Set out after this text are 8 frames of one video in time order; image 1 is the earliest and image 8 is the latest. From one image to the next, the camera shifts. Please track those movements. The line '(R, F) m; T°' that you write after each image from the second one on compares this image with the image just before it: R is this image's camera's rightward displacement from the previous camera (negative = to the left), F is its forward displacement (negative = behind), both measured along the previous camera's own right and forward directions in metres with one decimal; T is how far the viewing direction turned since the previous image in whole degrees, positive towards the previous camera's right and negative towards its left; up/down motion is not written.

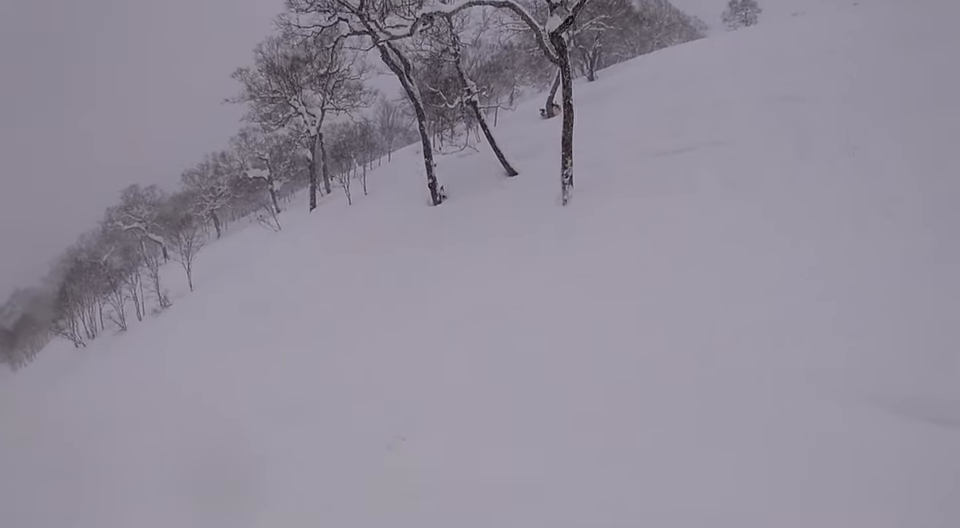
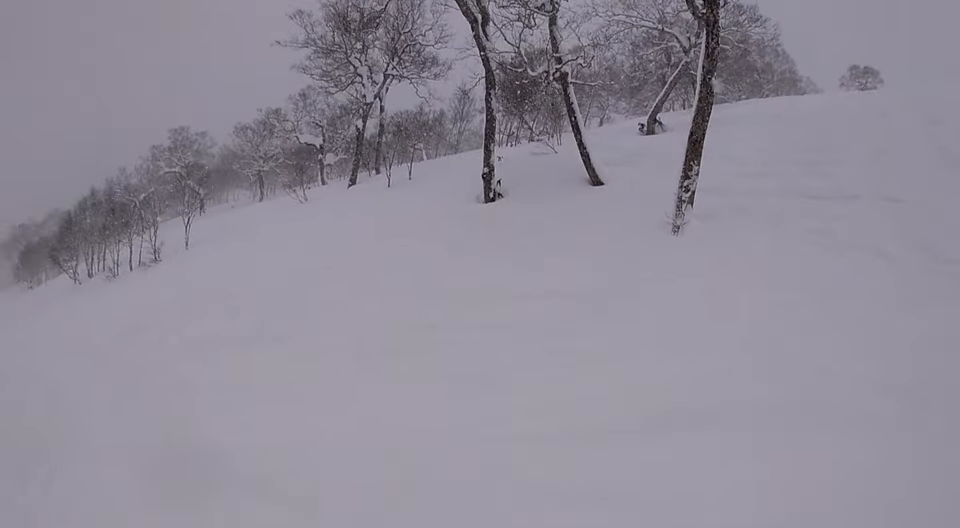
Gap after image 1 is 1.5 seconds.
(+0.5, +5.8) m; -6°
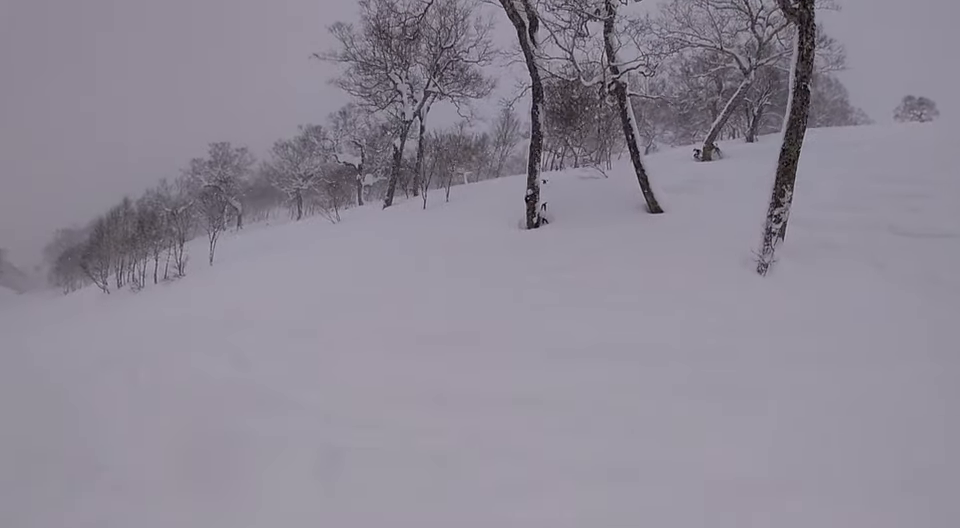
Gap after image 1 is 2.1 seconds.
(-0.2, +2.2) m; -6°
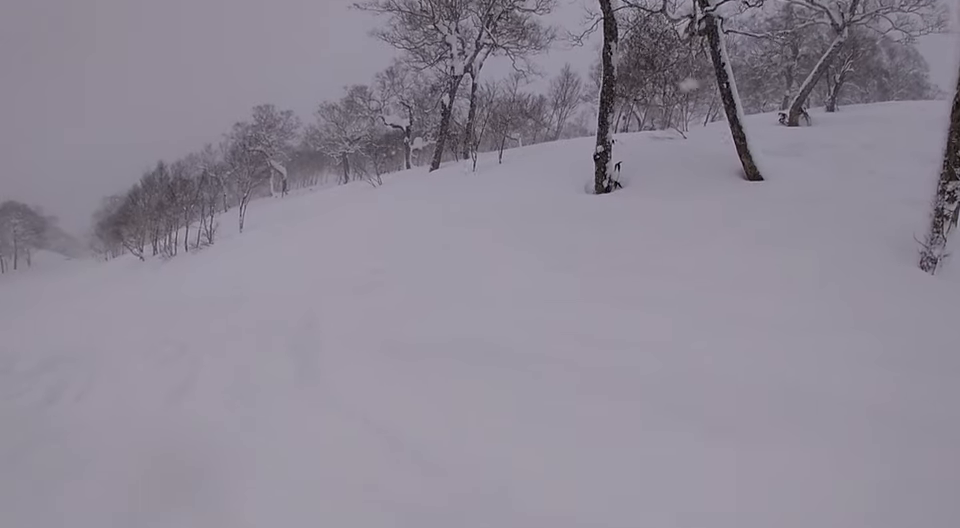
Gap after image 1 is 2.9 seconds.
(0.0, +2.8) m; 0°
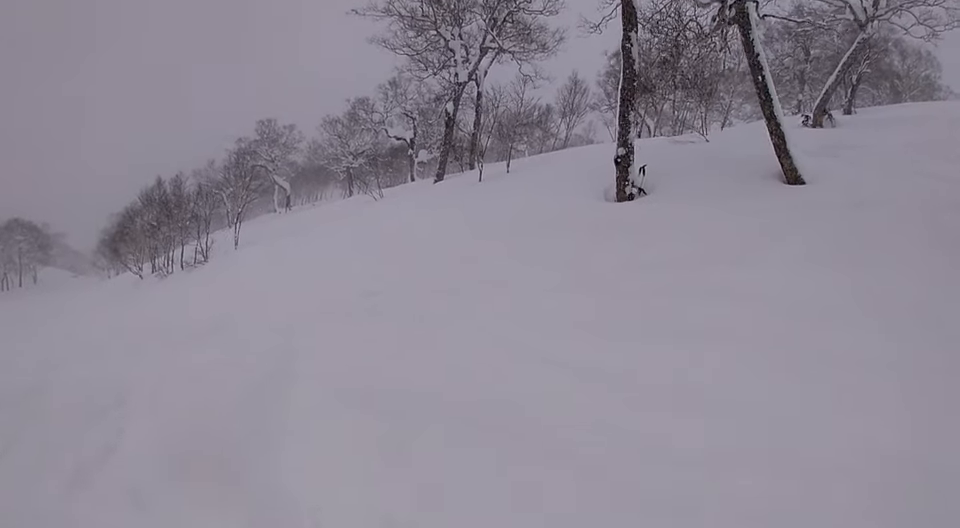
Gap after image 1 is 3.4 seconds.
(0.0, +1.7) m; -7°
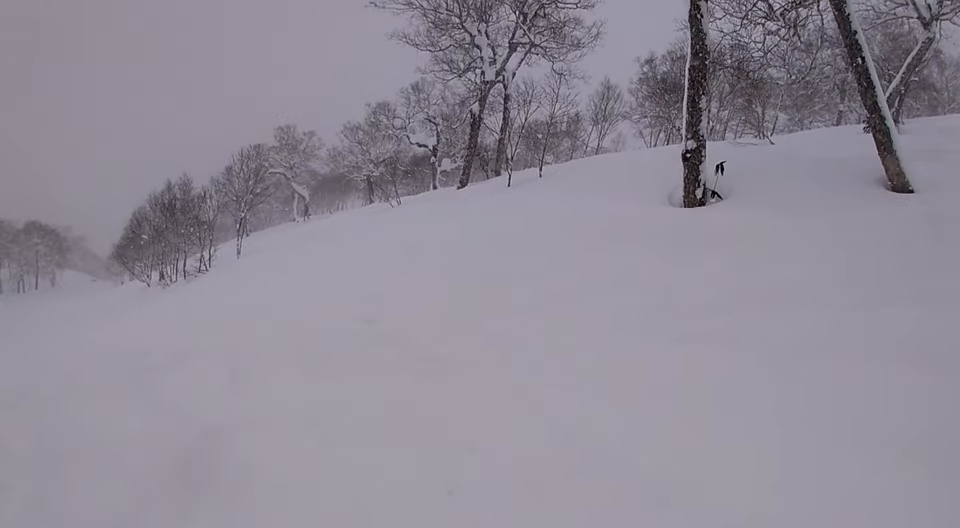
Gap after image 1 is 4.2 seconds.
(-0.1, +2.5) m; -18°
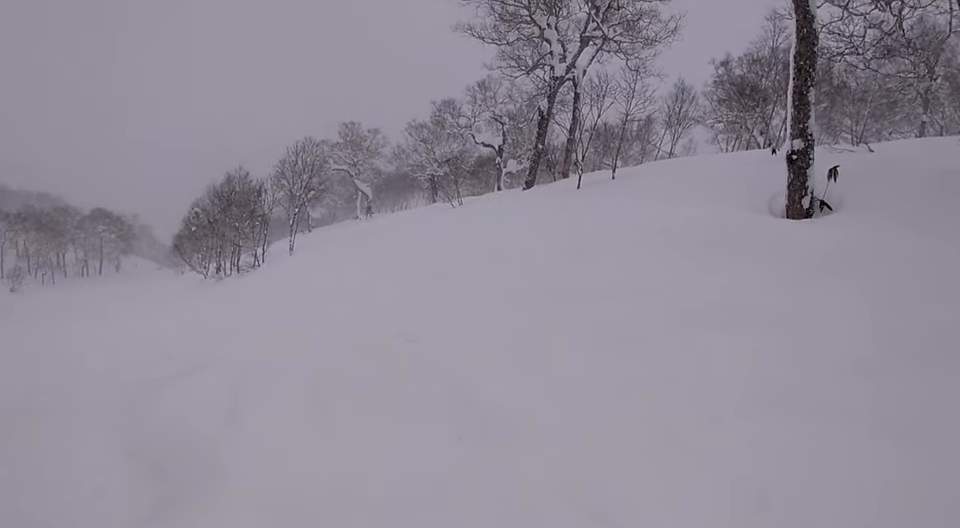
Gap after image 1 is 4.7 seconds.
(-0.4, +1.4) m; -15°
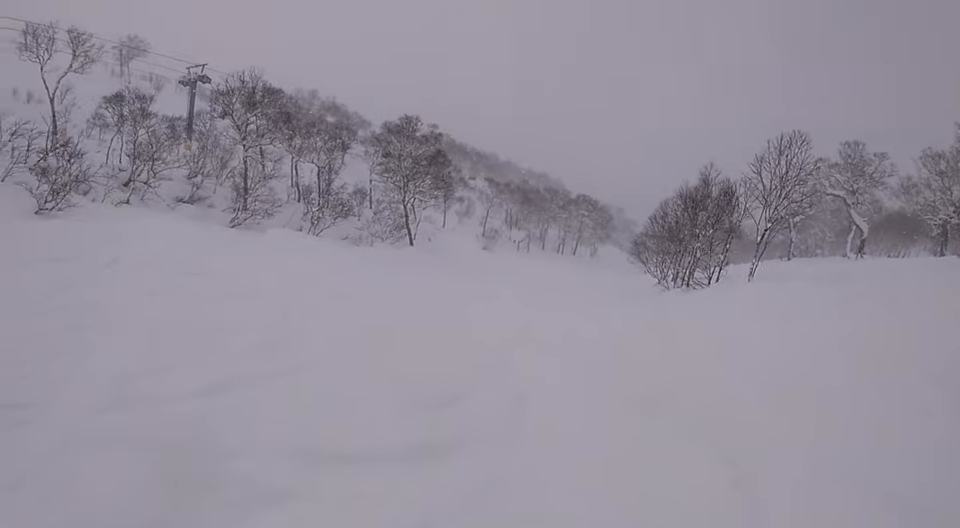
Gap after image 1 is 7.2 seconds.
(-1.6, +7.1) m; -22°
